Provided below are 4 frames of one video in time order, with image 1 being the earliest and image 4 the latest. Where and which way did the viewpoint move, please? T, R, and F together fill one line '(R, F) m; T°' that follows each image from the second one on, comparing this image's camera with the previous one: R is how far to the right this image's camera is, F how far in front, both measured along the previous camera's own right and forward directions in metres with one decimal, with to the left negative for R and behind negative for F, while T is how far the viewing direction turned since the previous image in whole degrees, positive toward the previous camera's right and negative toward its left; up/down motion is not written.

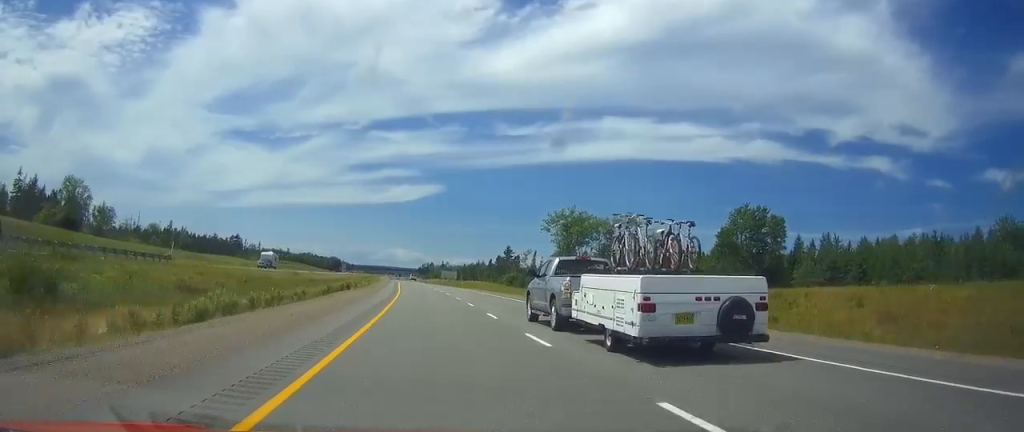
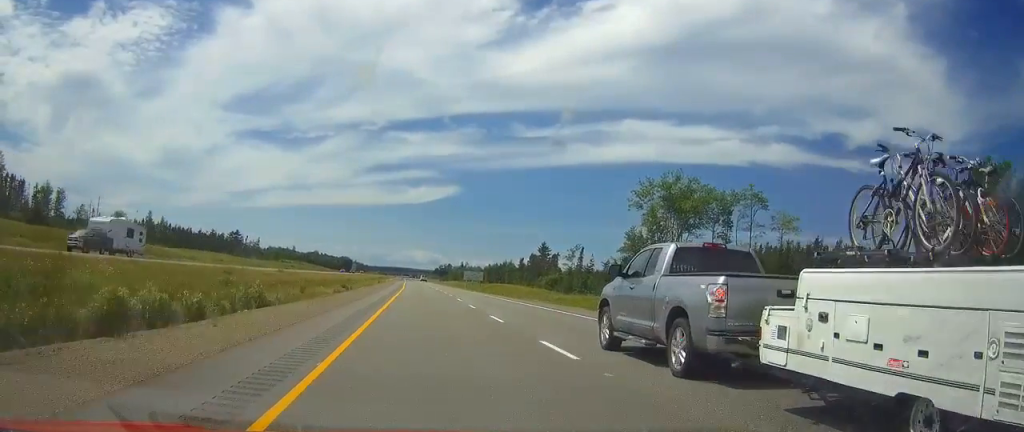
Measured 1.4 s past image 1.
(-0.6, +46.7) m; -2°
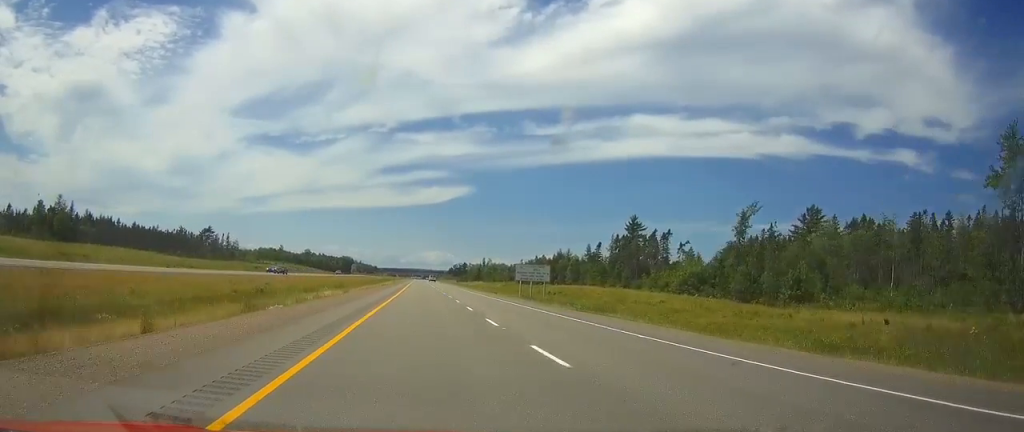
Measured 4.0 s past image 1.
(-1.3, +90.4) m; -1°
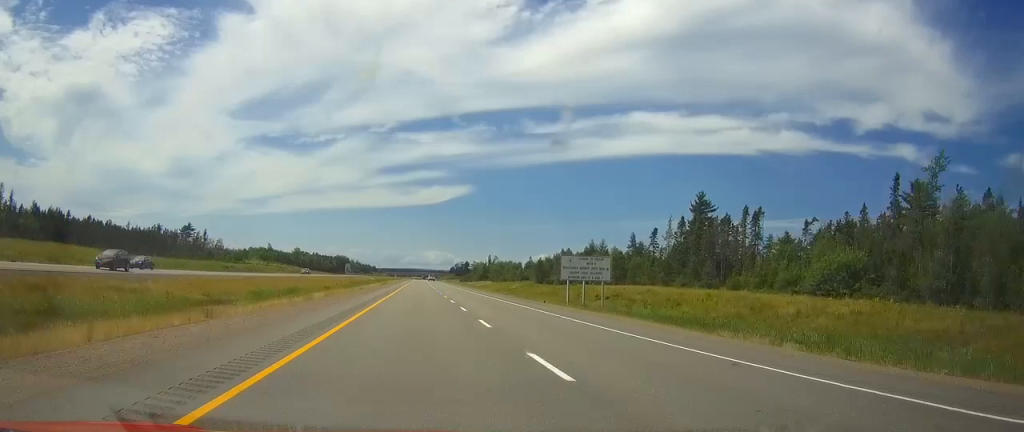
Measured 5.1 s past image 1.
(-0.2, +36.9) m; 0°
